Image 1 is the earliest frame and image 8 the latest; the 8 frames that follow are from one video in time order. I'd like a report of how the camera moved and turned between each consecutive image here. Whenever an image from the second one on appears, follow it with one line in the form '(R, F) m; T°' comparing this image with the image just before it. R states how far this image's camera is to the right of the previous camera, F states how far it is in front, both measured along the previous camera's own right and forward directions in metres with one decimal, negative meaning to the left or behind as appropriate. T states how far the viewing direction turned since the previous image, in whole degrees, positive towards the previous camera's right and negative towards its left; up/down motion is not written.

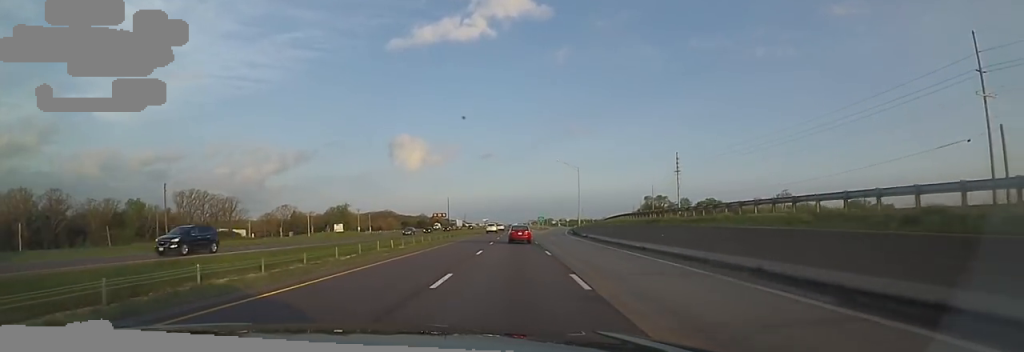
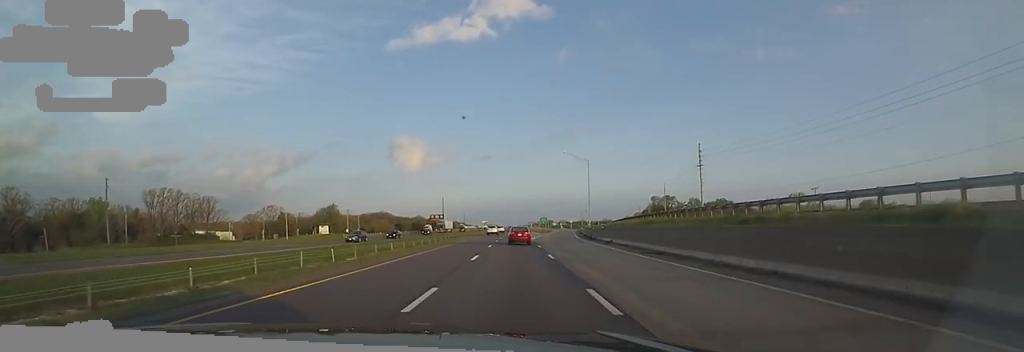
(+0.1, +15.0) m; 0°
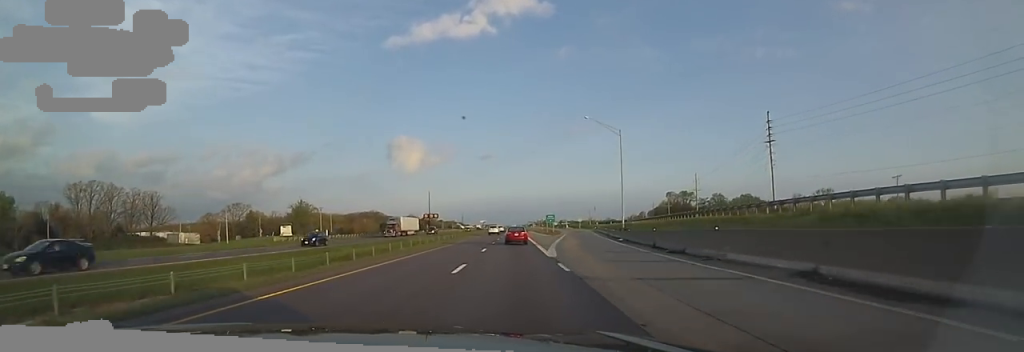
(-0.1, +30.0) m; 0°
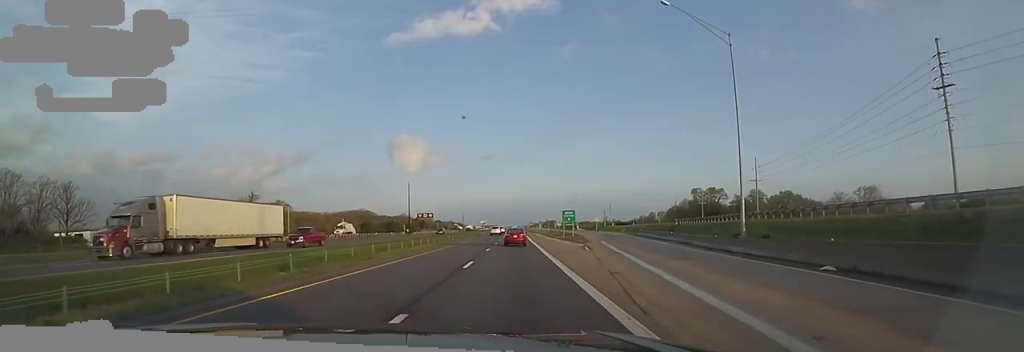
(+0.3, +33.9) m; -1°
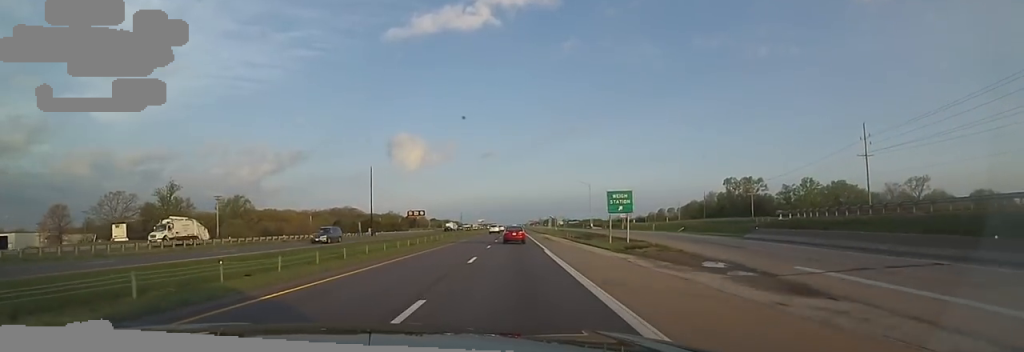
(-0.9, +36.1) m; -1°
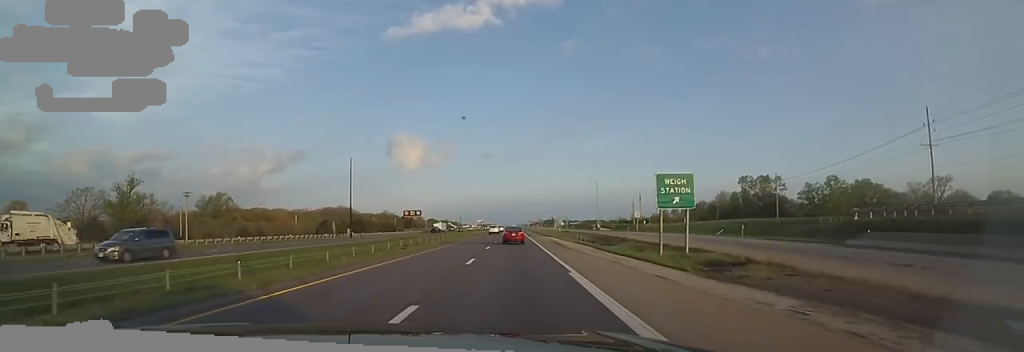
(+0.3, +13.4) m; 0°
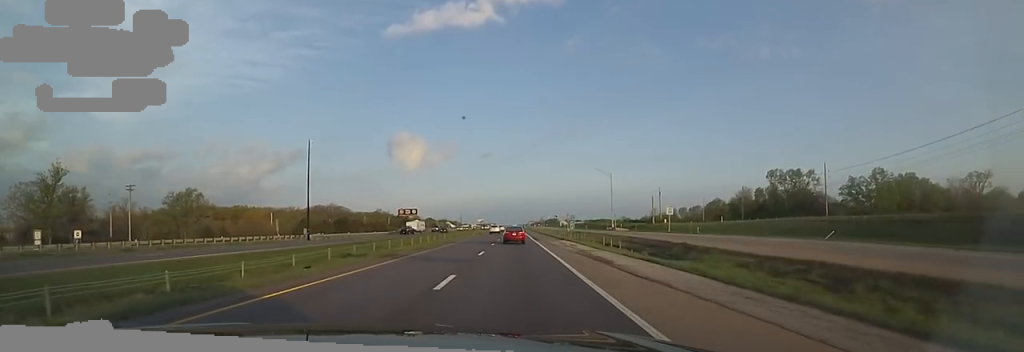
(+0.1, +20.1) m; +1°
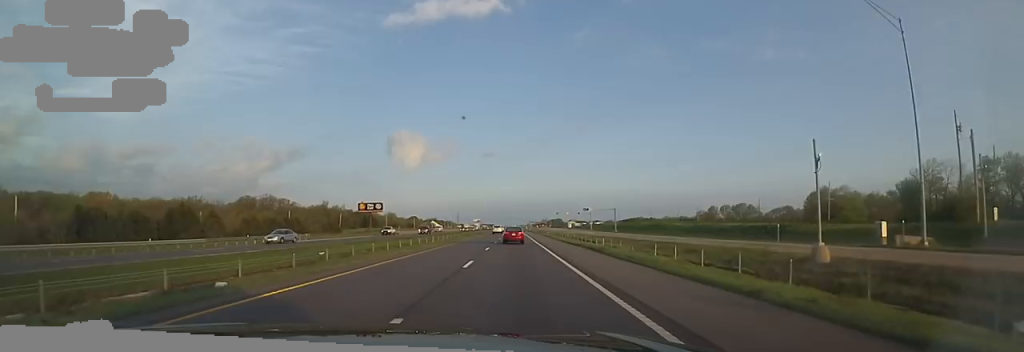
(+0.9, +94.5) m; 0°
